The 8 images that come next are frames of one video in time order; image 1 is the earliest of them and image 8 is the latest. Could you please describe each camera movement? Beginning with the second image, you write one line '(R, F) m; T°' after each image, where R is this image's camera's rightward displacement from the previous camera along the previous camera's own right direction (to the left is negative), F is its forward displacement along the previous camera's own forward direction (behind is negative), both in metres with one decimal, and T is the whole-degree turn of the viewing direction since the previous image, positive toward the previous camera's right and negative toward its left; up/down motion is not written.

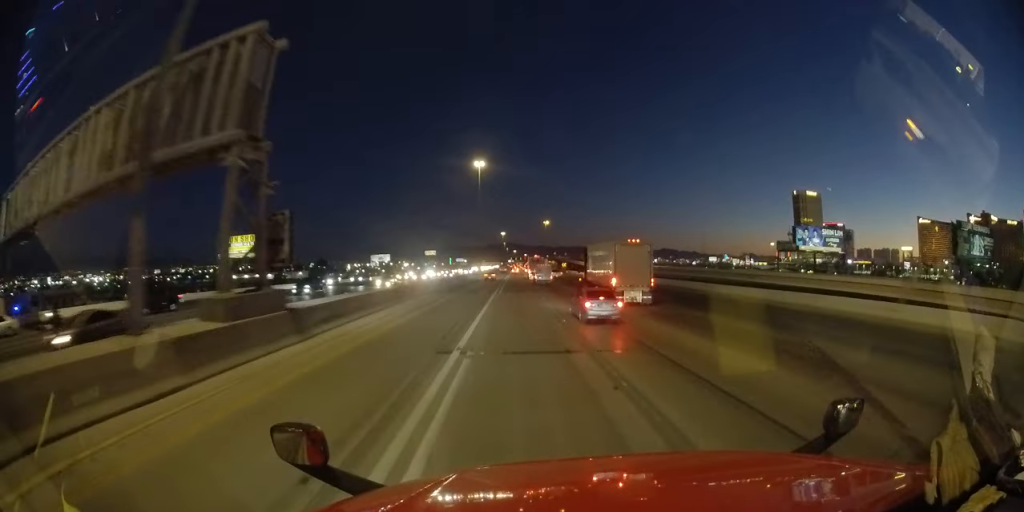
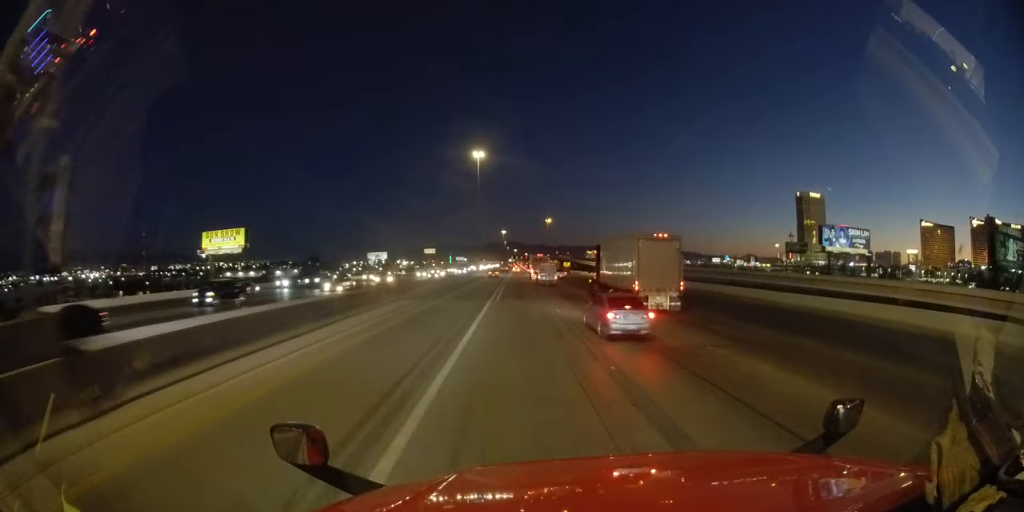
(0.0, +8.9) m; +1°
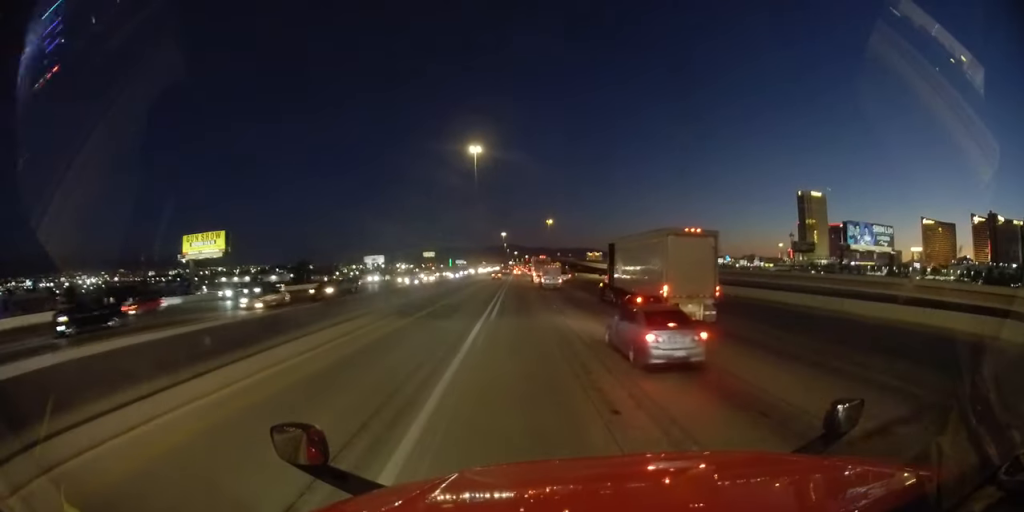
(+0.2, +7.6) m; +1°
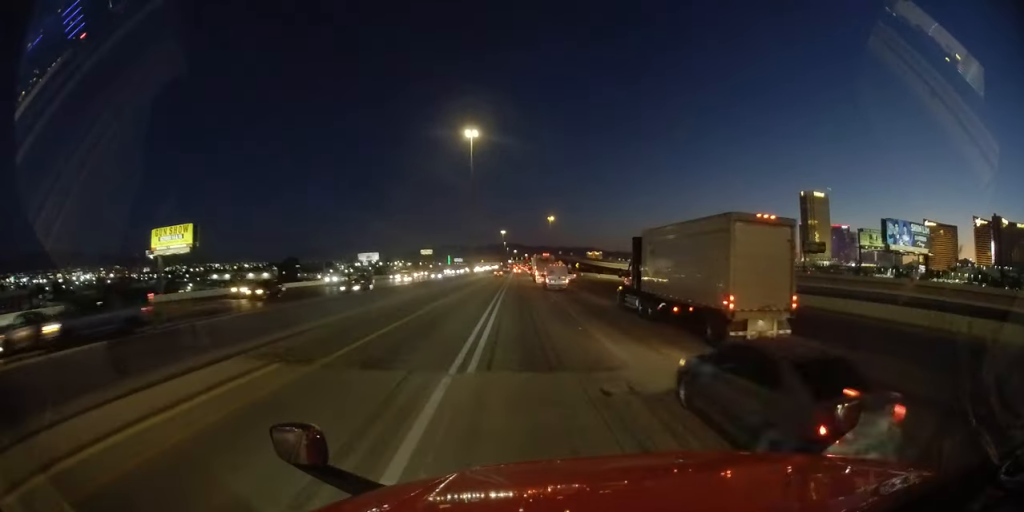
(+0.1, +10.8) m; +1°
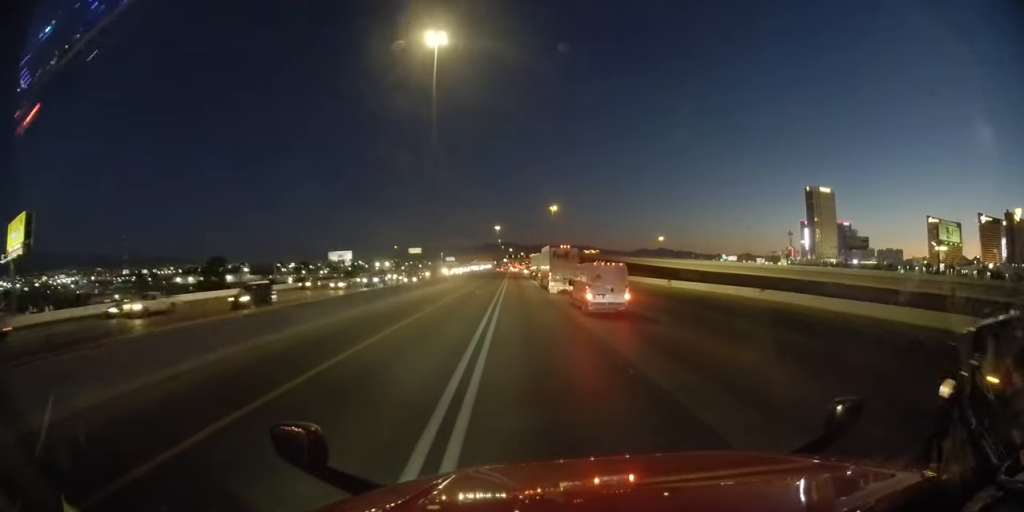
(-0.2, +39.7) m; 0°
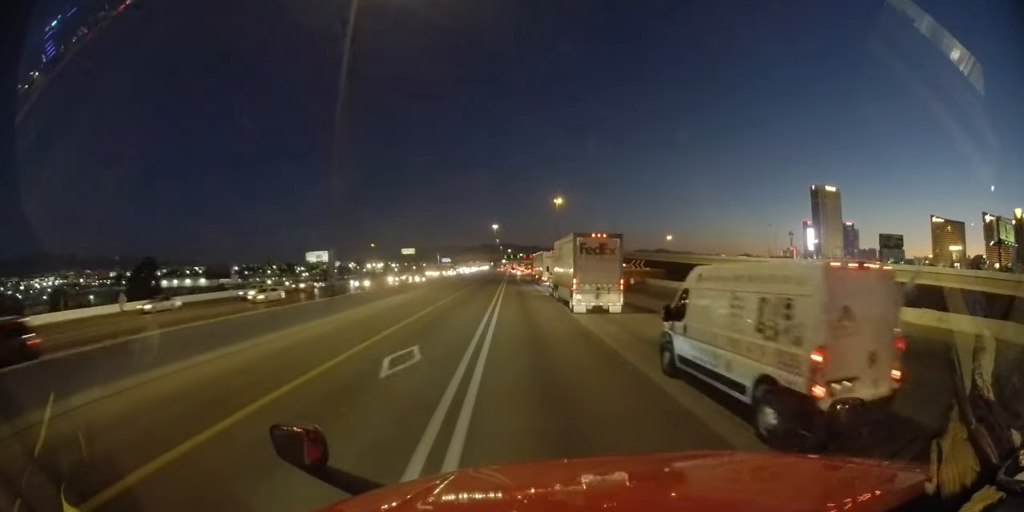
(-0.1, +26.3) m; -1°
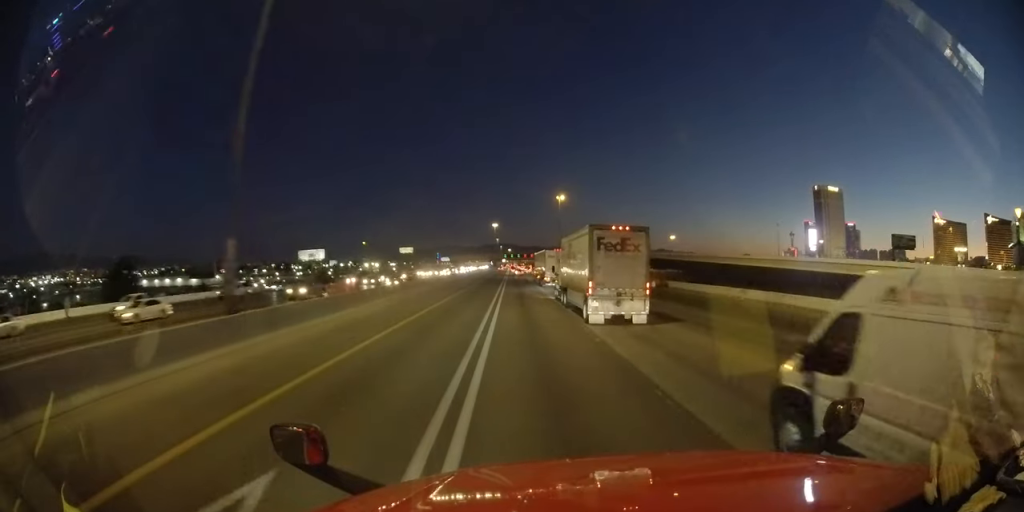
(0.0, +8.4) m; 0°
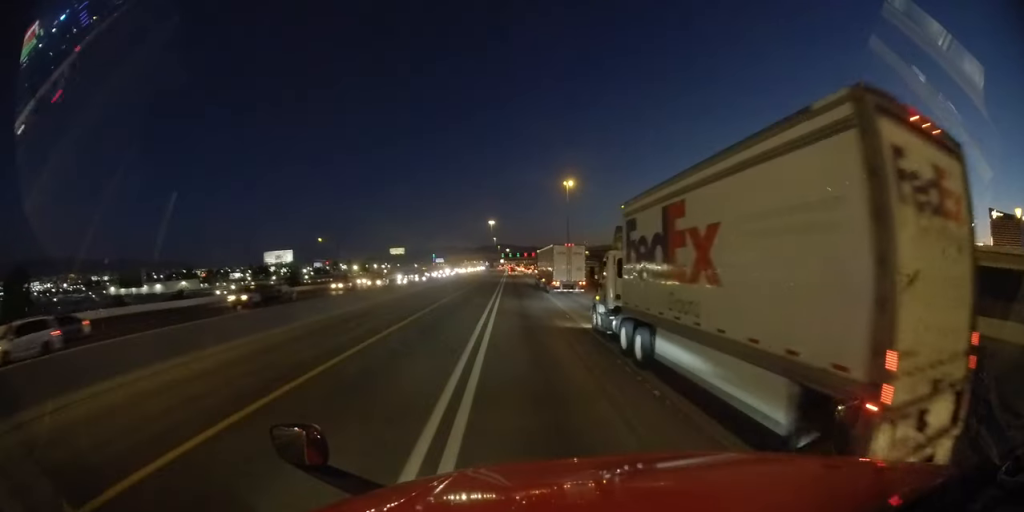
(+0.7, +29.9) m; +1°
